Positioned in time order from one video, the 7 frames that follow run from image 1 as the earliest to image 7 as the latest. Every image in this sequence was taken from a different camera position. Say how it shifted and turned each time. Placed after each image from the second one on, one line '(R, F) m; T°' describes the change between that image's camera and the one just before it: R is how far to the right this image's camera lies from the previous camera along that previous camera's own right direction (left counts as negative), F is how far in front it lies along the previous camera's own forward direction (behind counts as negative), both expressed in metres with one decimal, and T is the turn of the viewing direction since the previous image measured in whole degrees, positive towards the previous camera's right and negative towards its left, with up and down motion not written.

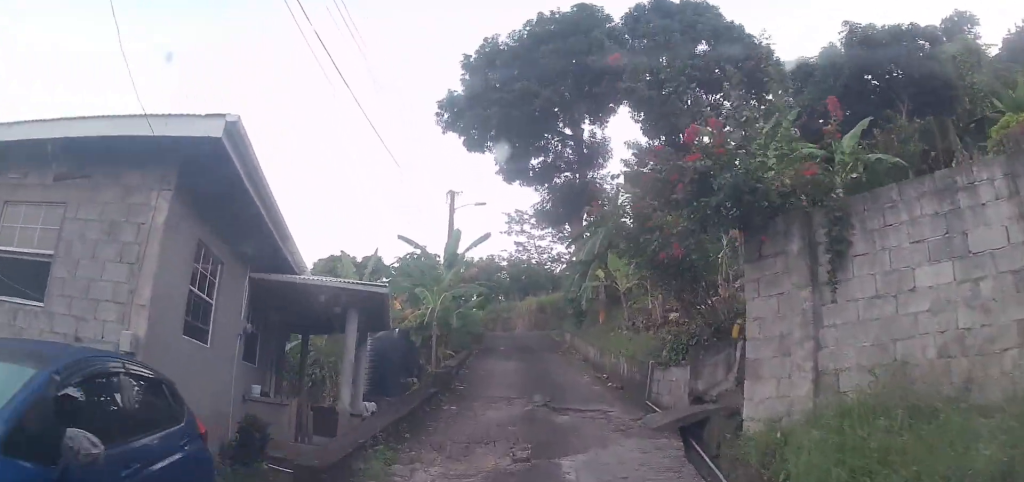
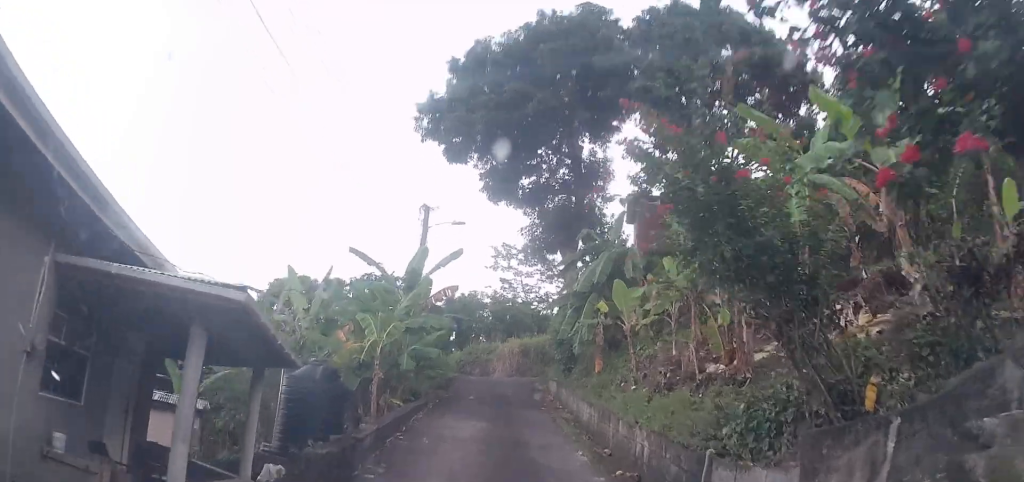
(+0.3, +5.0) m; +6°
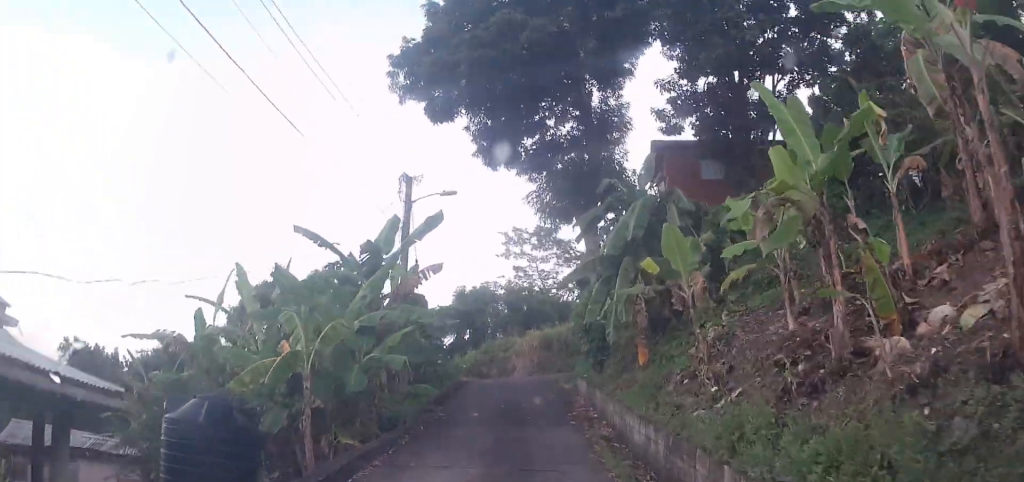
(+0.2, +4.1) m; -4°
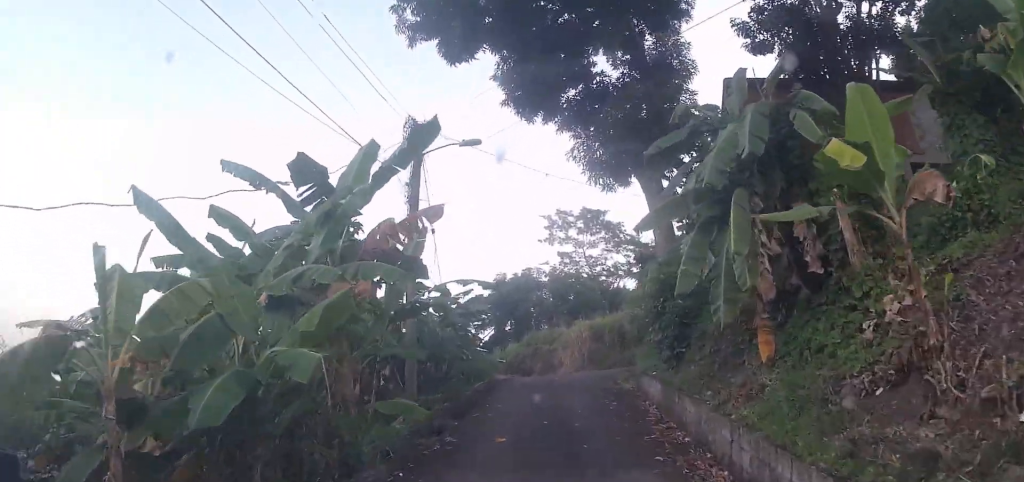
(-0.5, +4.3) m; -2°
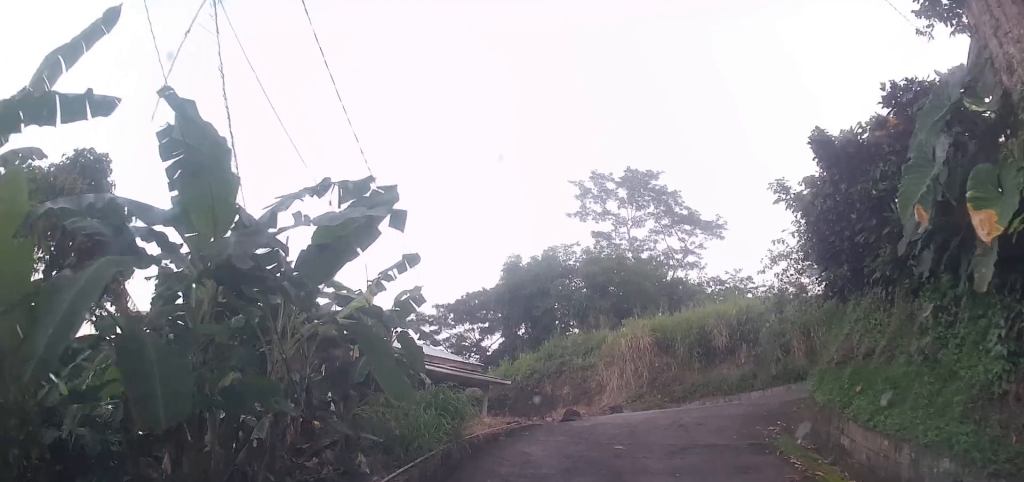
(-0.1, +11.6) m; -3°
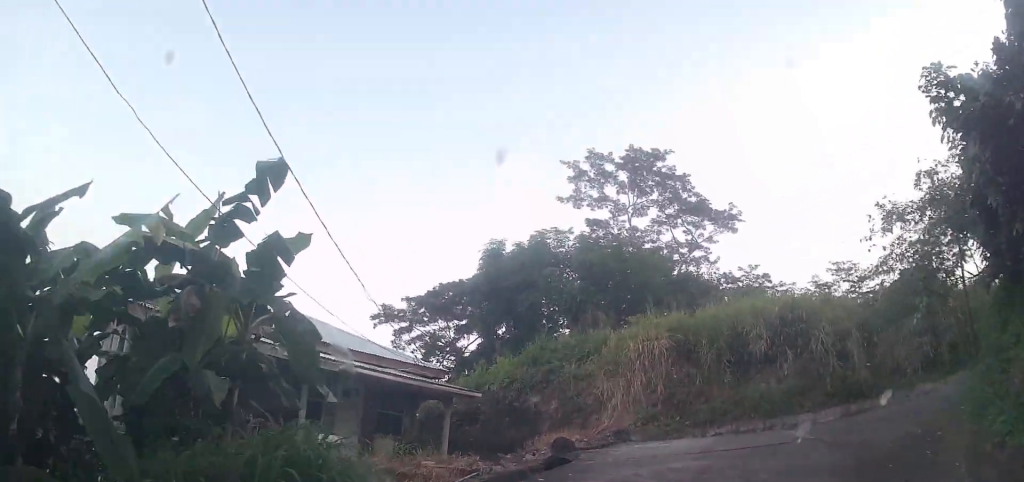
(+0.3, +5.2) m; +10°
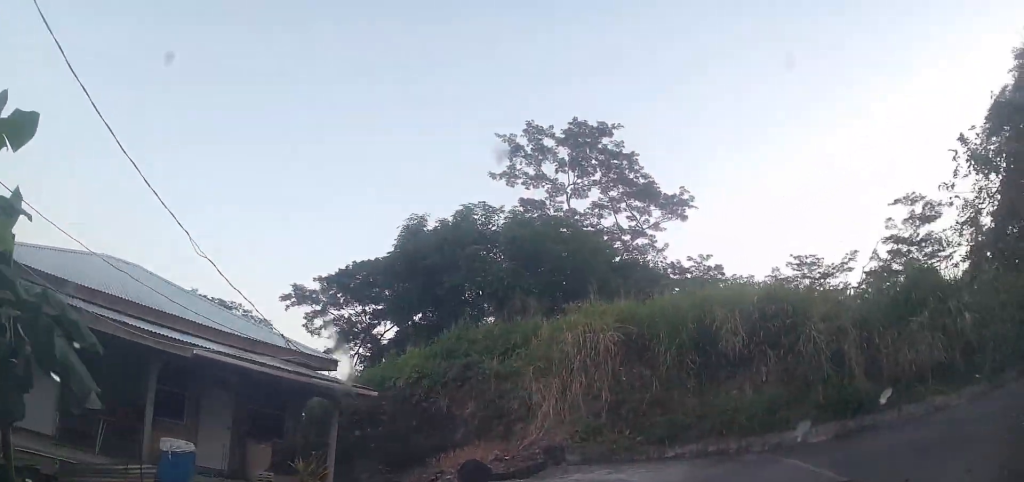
(+0.3, +4.4) m; +8°
